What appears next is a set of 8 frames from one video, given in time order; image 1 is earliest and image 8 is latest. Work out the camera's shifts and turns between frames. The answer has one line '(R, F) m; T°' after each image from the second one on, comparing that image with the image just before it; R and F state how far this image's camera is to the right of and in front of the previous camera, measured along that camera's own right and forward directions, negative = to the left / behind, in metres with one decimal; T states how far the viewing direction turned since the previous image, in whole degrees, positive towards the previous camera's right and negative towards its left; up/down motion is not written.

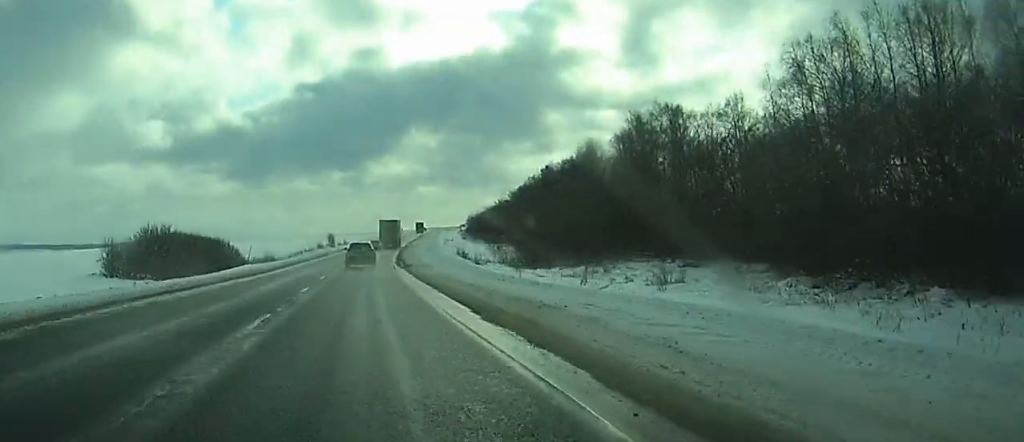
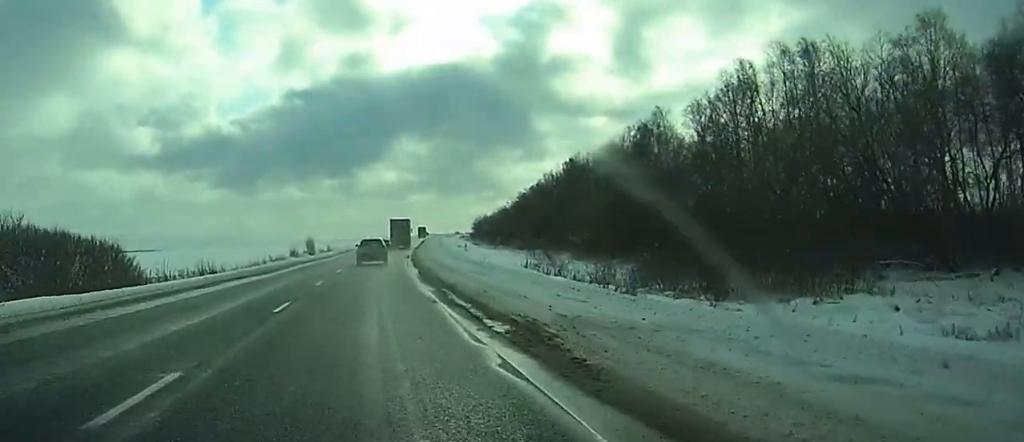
(+0.5, +46.5) m; +2°
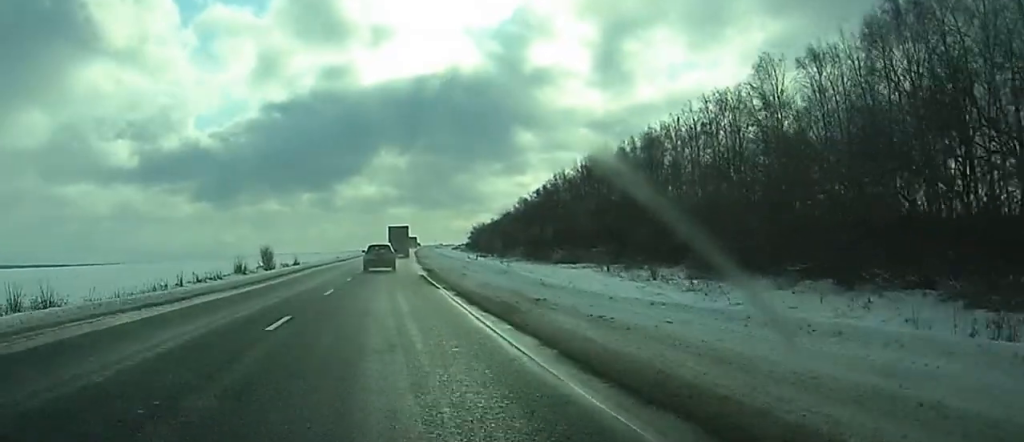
(+2.2, +47.2) m; +1°
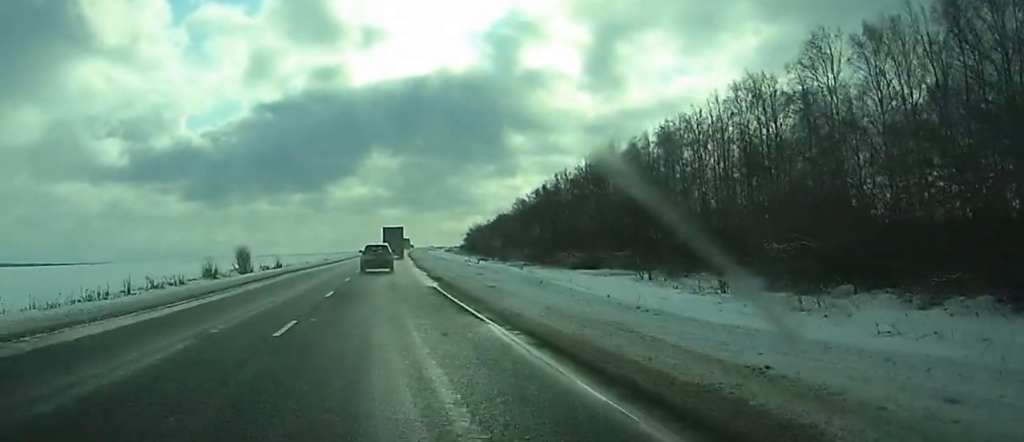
(-0.1, +13.9) m; -1°
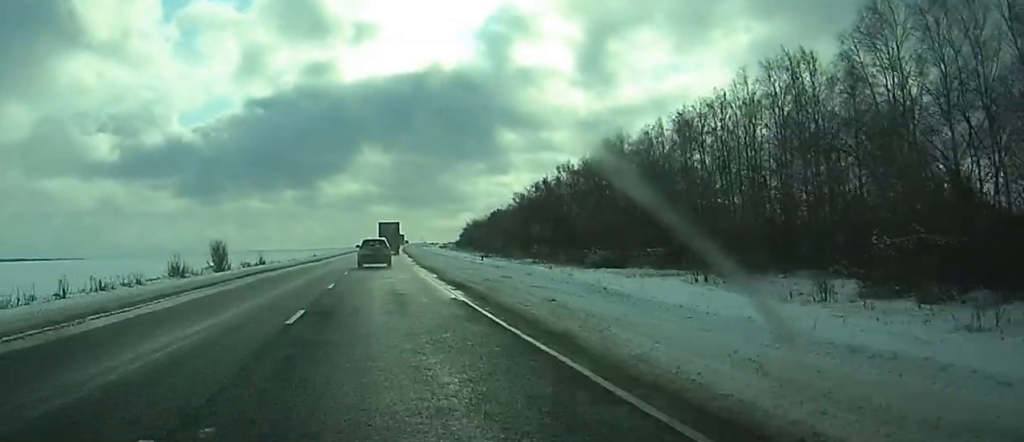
(-0.8, +10.9) m; -1°
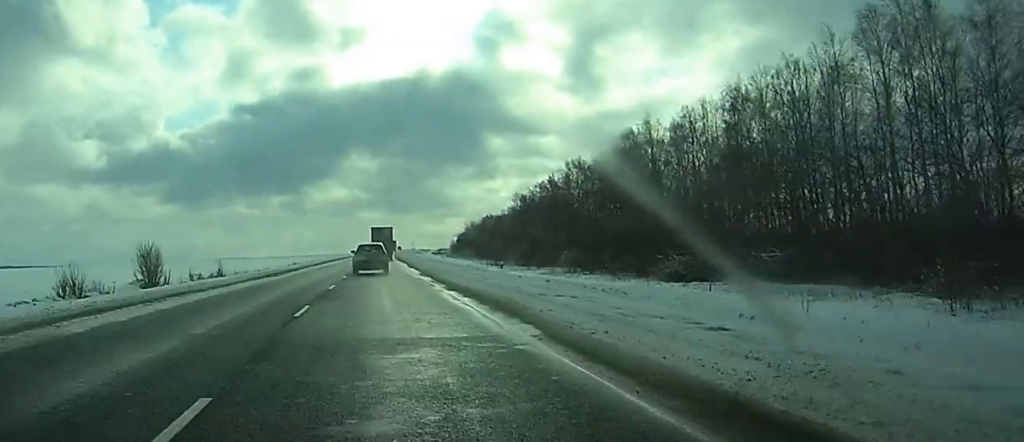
(+0.1, +22.9) m; +1°
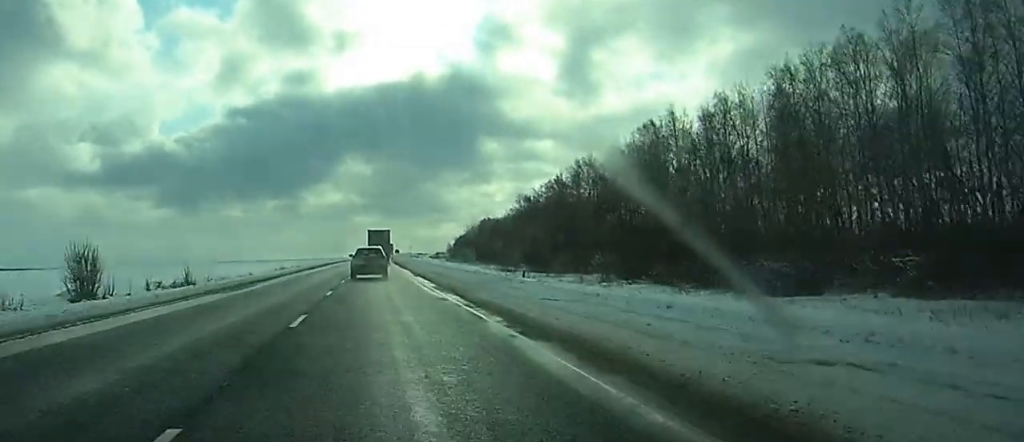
(+0.3, +13.6) m; +1°
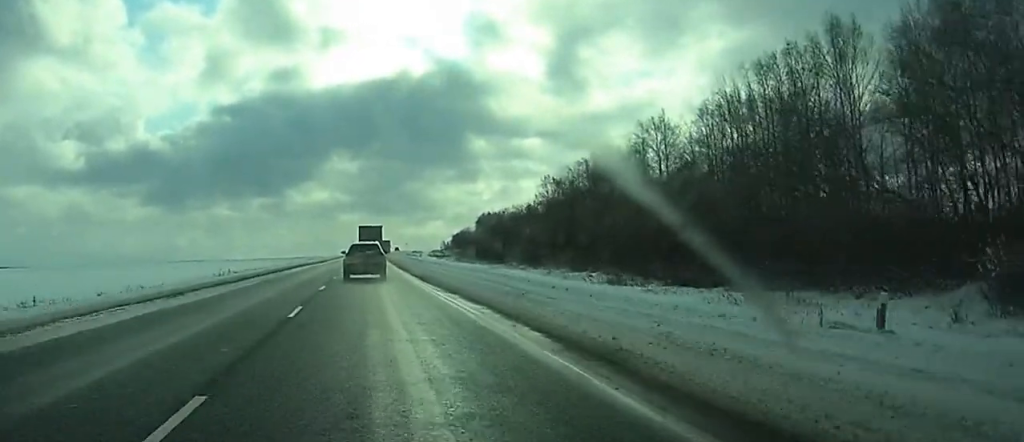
(+0.8, +50.4) m; +2°
